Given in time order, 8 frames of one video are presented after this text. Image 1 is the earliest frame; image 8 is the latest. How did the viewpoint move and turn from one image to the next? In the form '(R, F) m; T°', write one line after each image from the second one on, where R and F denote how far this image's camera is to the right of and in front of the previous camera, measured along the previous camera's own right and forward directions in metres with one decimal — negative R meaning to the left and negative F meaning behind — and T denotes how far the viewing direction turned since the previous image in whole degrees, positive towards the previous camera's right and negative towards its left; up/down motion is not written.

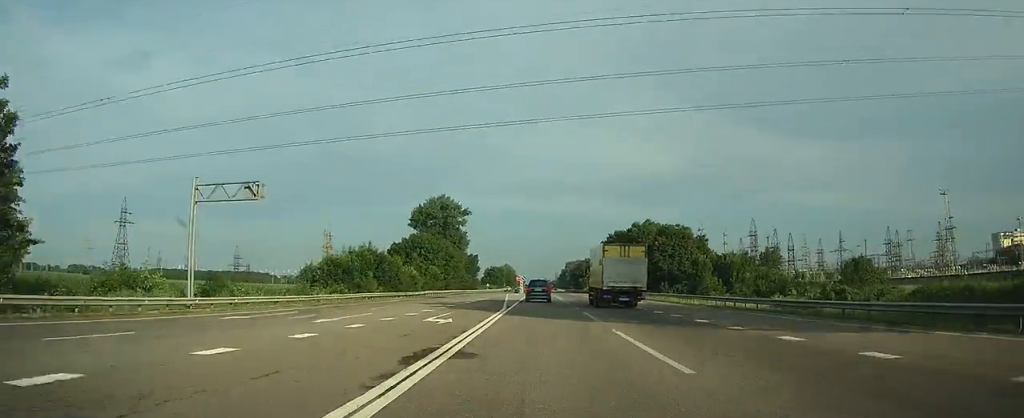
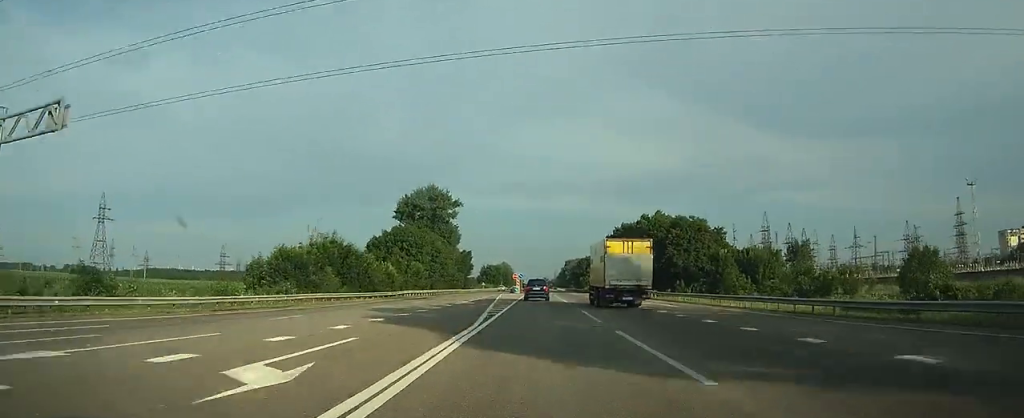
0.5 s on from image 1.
(0.0, +13.1) m; 0°
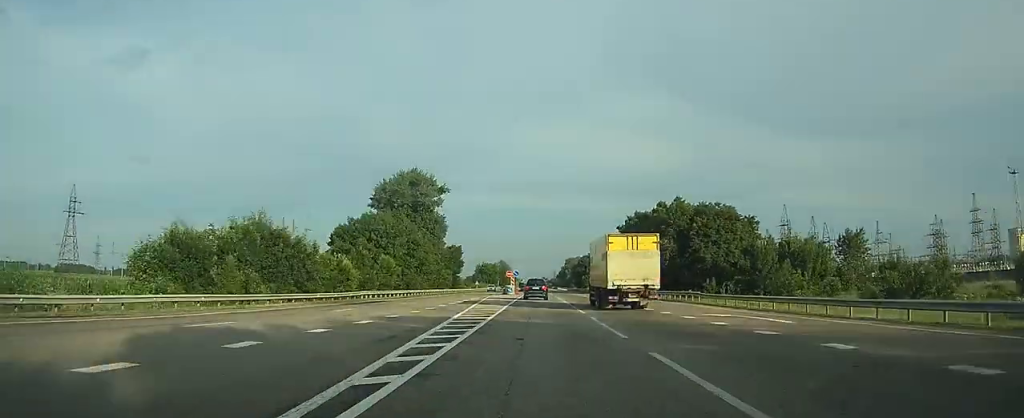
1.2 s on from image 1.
(0.0, +17.4) m; 0°
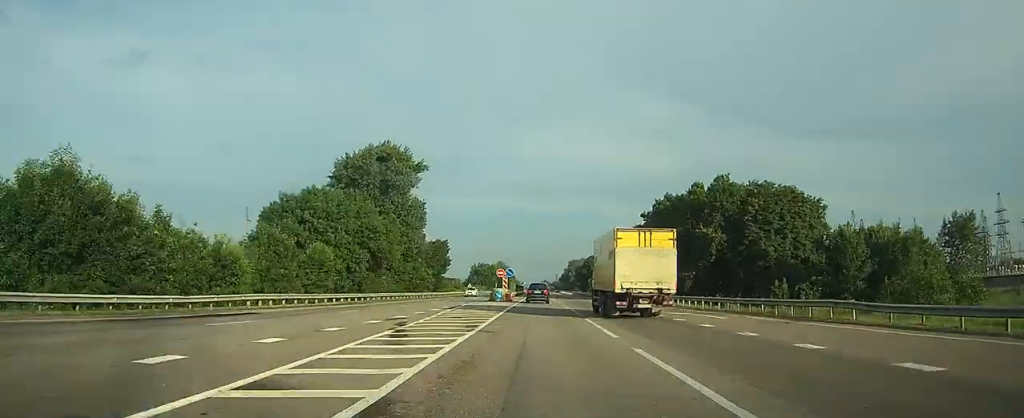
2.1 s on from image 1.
(0.0, +22.6) m; 0°
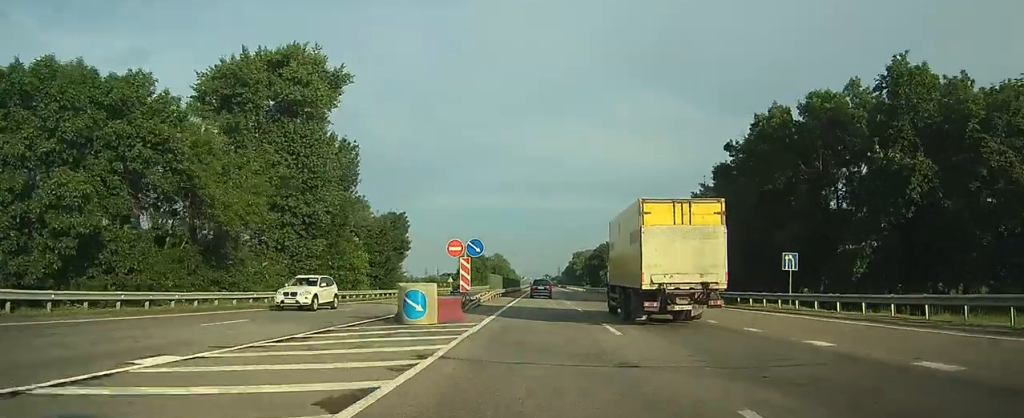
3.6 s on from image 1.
(-0.2, +36.4) m; 0°
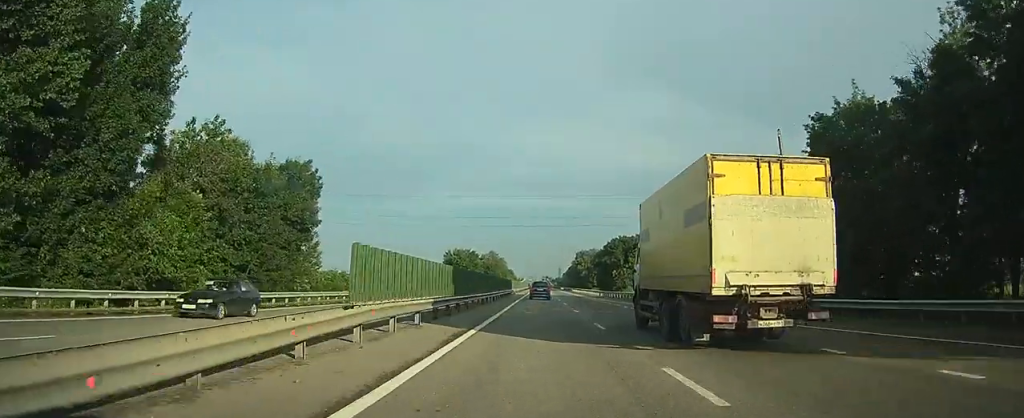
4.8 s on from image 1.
(0.0, +32.5) m; 0°
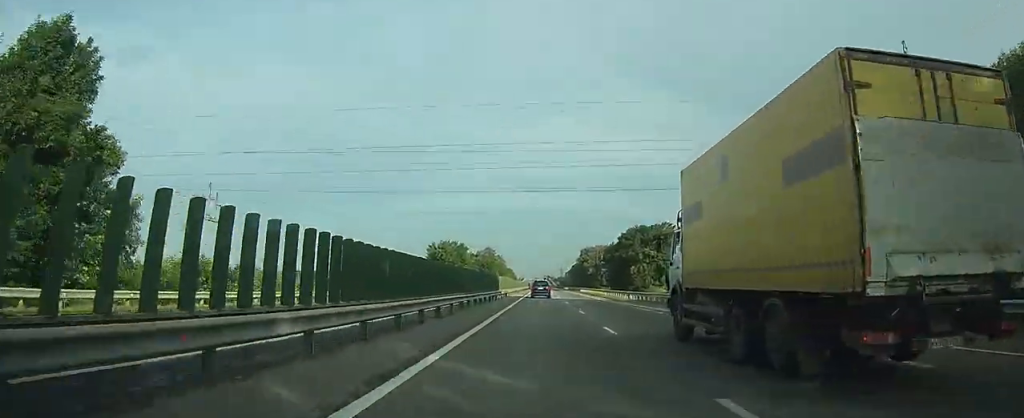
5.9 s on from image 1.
(0.0, +26.7) m; 0°
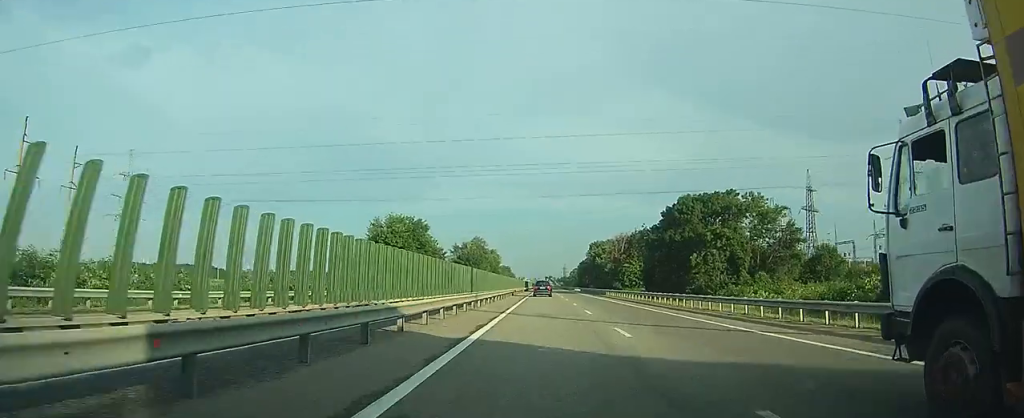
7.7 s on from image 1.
(+0.1, +48.6) m; 0°
